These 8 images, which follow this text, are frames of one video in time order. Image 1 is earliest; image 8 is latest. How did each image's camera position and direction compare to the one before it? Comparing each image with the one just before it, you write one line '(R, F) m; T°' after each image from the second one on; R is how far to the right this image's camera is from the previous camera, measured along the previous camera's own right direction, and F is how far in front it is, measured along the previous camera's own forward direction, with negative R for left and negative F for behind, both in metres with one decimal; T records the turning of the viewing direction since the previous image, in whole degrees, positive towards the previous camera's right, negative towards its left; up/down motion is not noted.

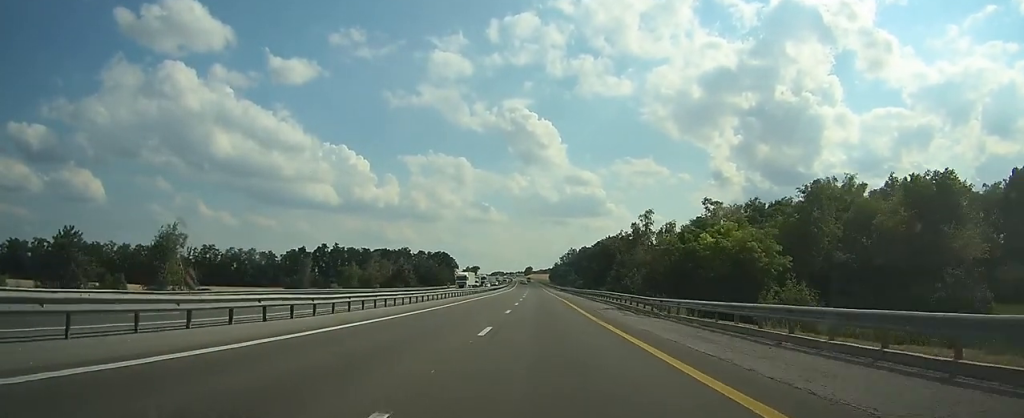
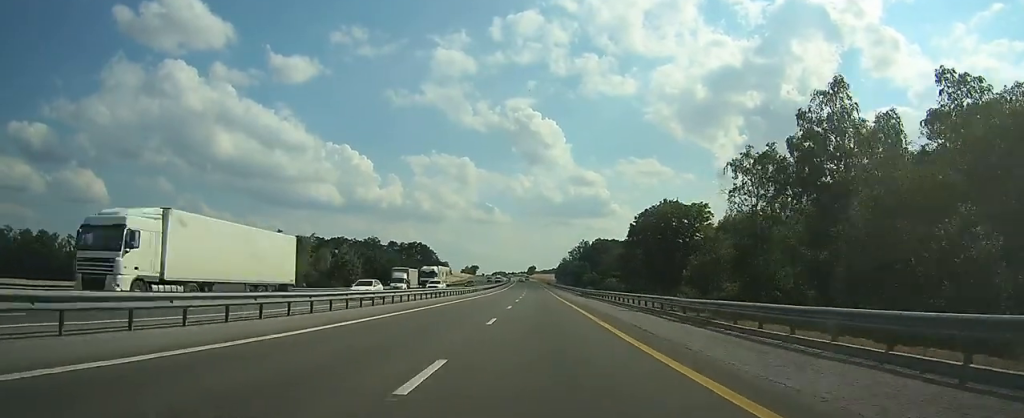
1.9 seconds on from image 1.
(-0.2, +55.8) m; 0°
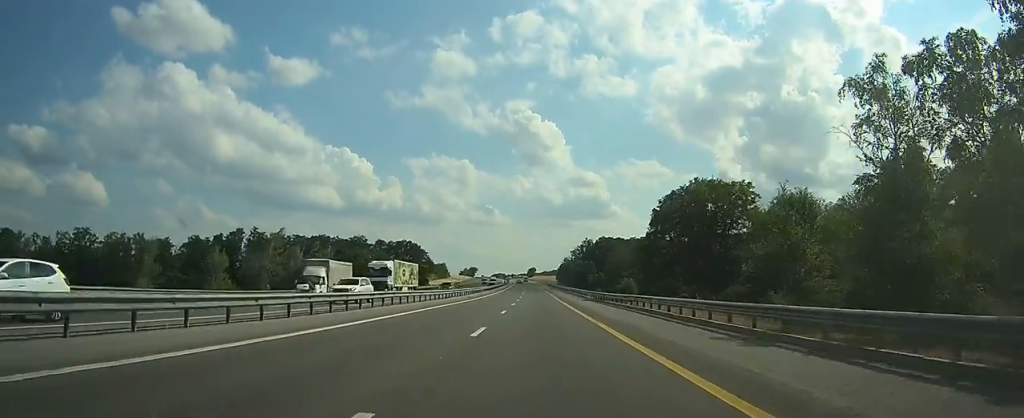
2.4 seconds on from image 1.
(0.0, +15.7) m; 0°
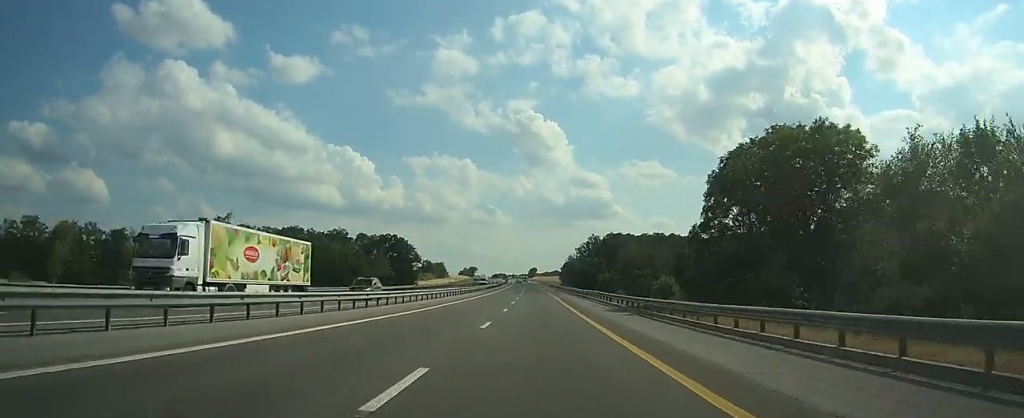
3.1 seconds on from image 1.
(0.0, +20.7) m; 0°
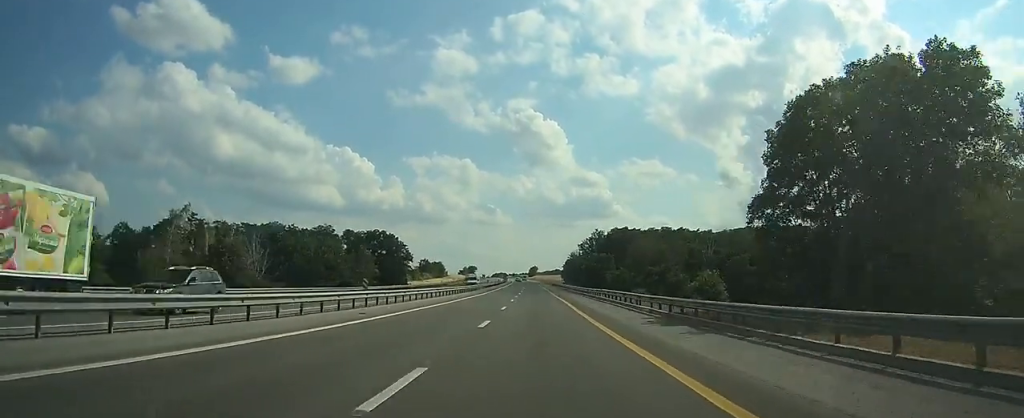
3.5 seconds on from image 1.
(0.0, +11.8) m; 0°
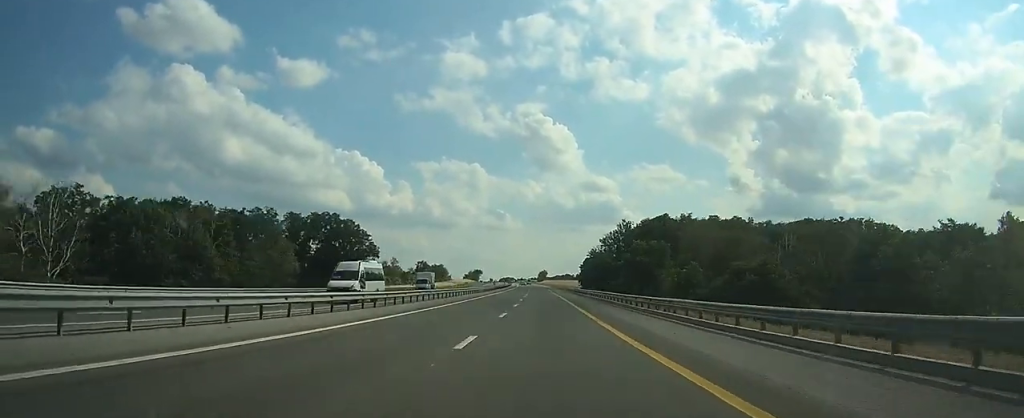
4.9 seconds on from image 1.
(+0.1, +41.5) m; 0°
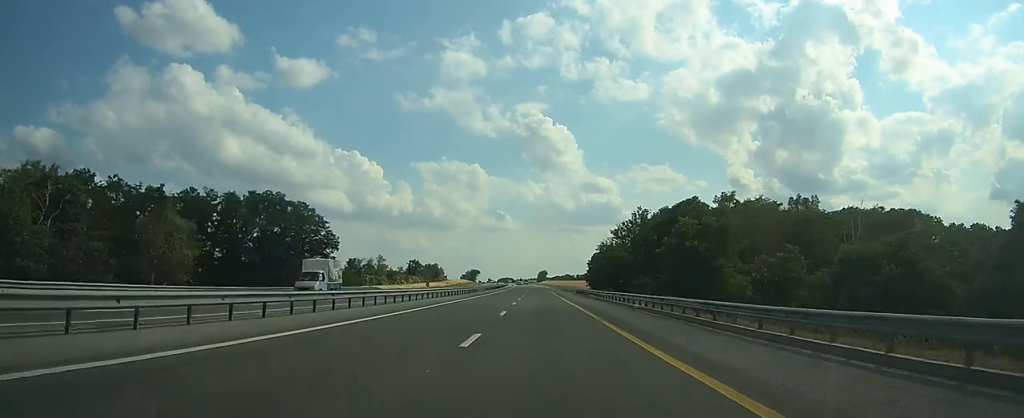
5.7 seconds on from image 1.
(-0.2, +23.8) m; -1°
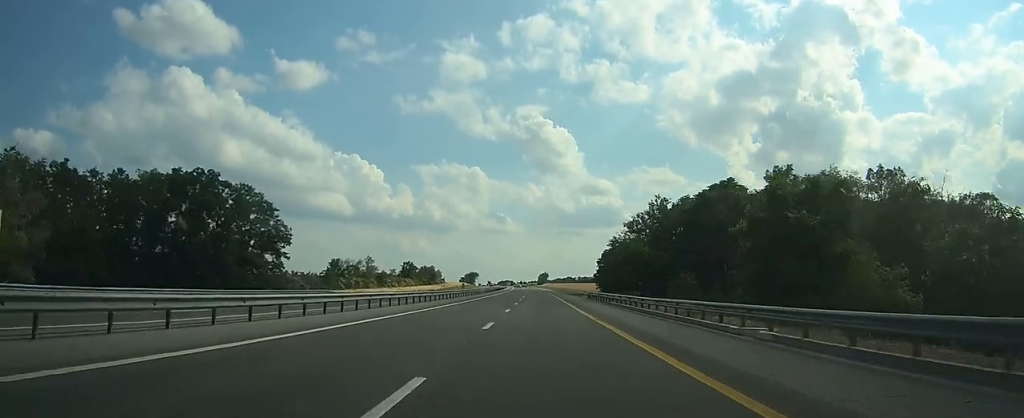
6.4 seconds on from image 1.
(-0.1, +18.9) m; 0°
